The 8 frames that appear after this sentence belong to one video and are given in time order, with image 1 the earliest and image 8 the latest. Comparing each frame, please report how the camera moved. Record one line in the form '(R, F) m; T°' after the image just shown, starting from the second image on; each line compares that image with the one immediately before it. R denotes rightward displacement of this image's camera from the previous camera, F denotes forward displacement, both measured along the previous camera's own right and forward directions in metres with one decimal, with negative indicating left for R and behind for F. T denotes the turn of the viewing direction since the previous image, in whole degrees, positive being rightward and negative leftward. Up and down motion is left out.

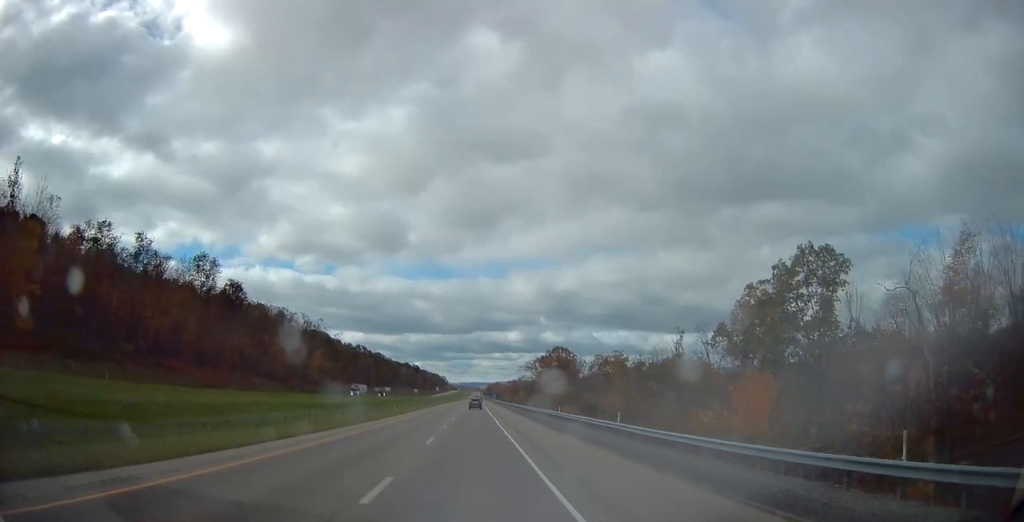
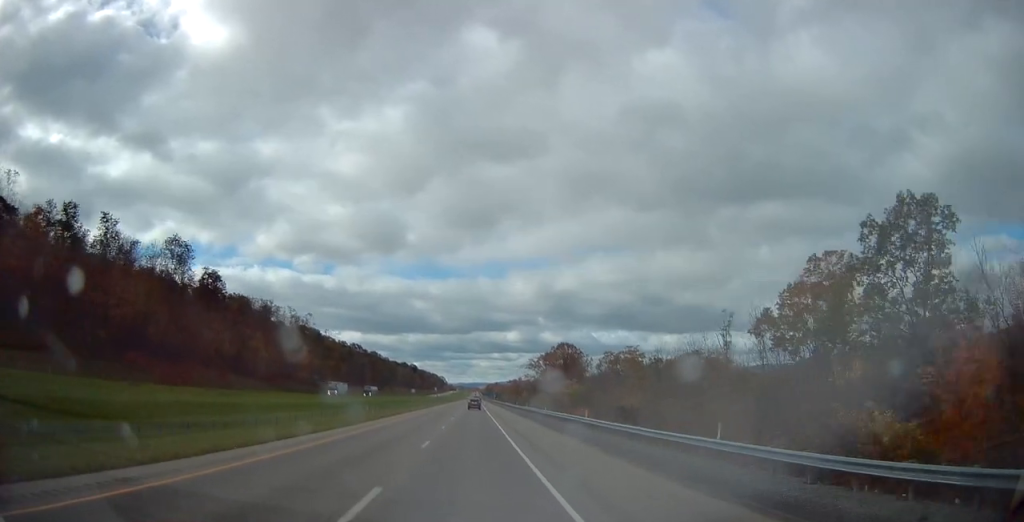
(0.0, +13.7) m; 0°
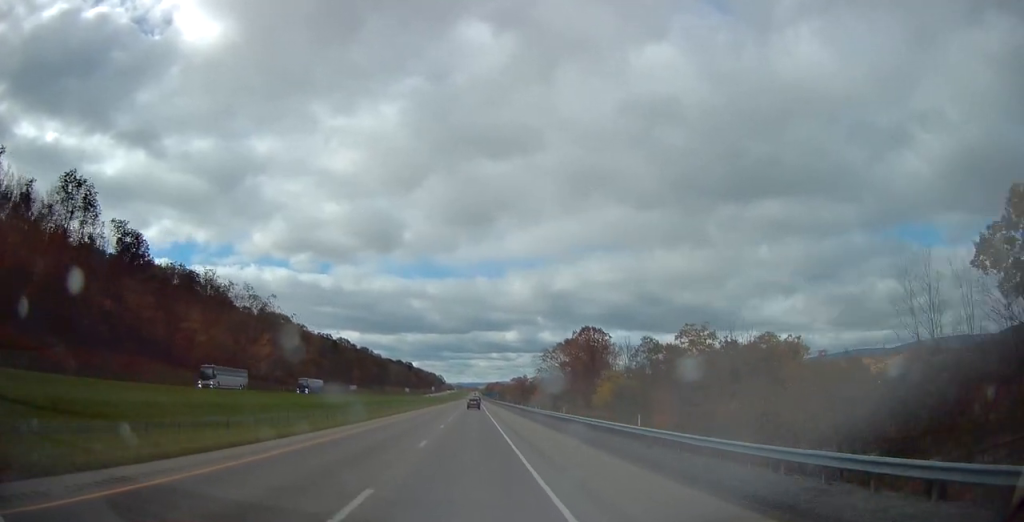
(+0.2, +36.9) m; 0°
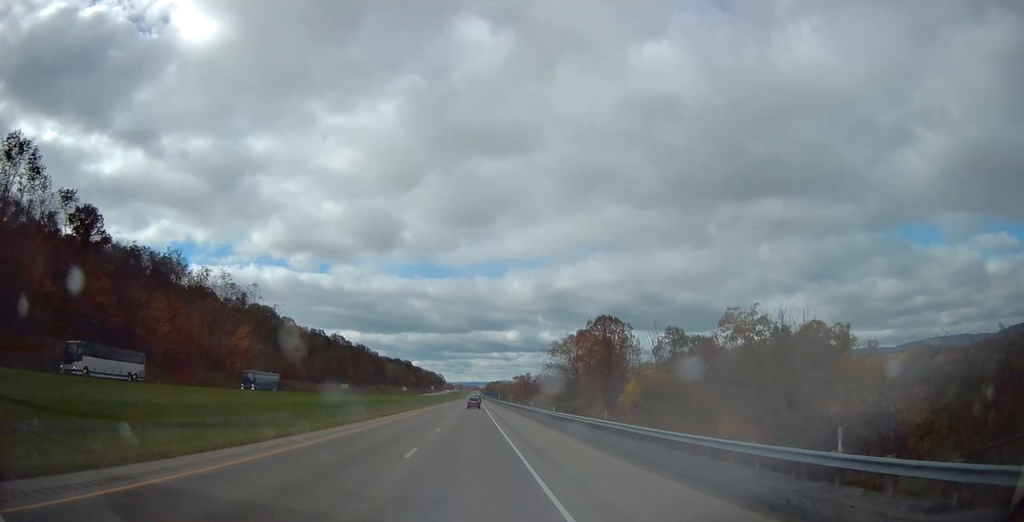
(-0.1, +15.8) m; 0°
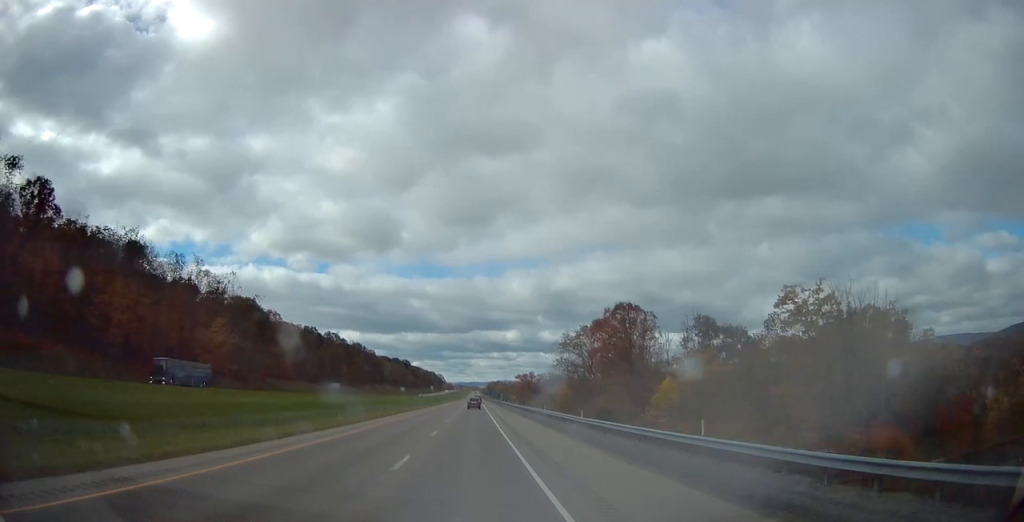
(0.0, +14.8) m; 0°
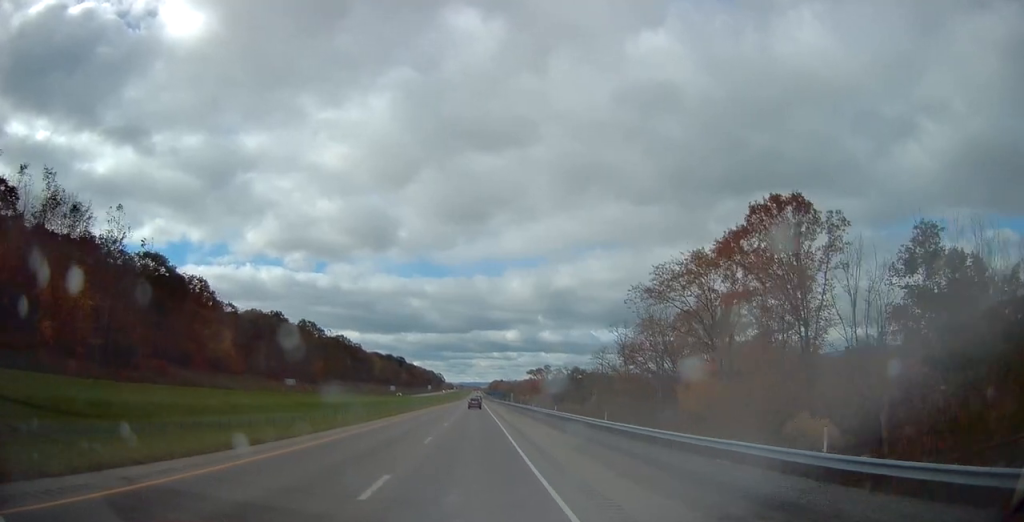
(-0.2, +51.6) m; 0°
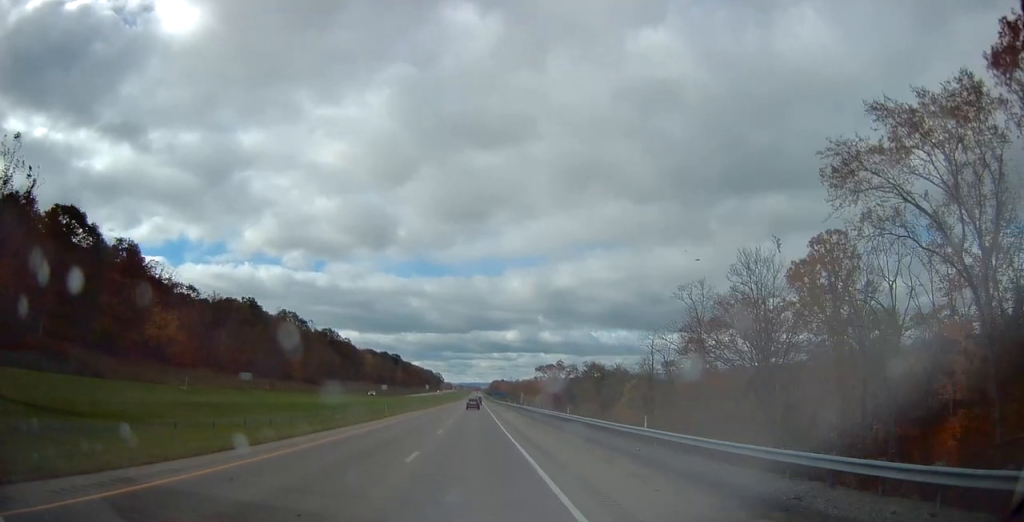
(+0.3, +30.7) m; 0°
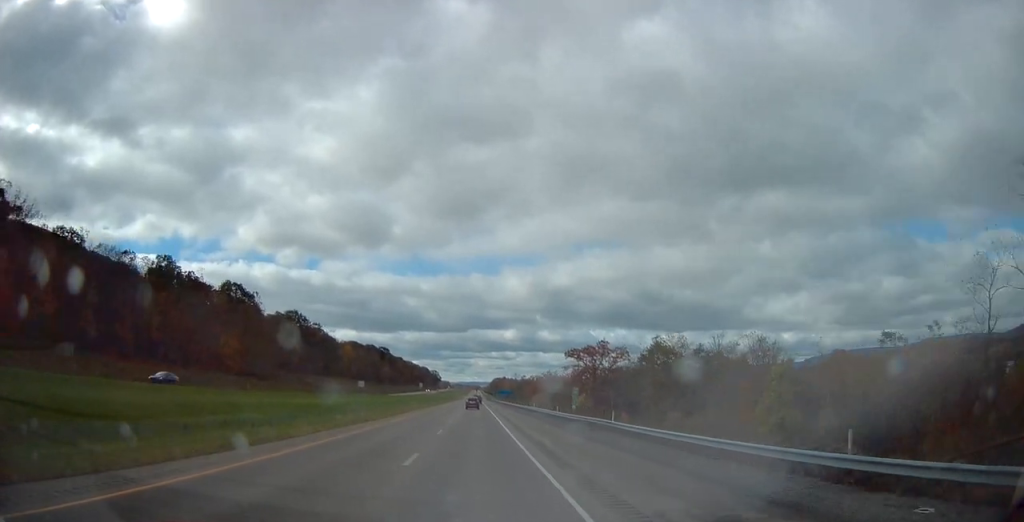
(0.0, +61.6) m; 0°
